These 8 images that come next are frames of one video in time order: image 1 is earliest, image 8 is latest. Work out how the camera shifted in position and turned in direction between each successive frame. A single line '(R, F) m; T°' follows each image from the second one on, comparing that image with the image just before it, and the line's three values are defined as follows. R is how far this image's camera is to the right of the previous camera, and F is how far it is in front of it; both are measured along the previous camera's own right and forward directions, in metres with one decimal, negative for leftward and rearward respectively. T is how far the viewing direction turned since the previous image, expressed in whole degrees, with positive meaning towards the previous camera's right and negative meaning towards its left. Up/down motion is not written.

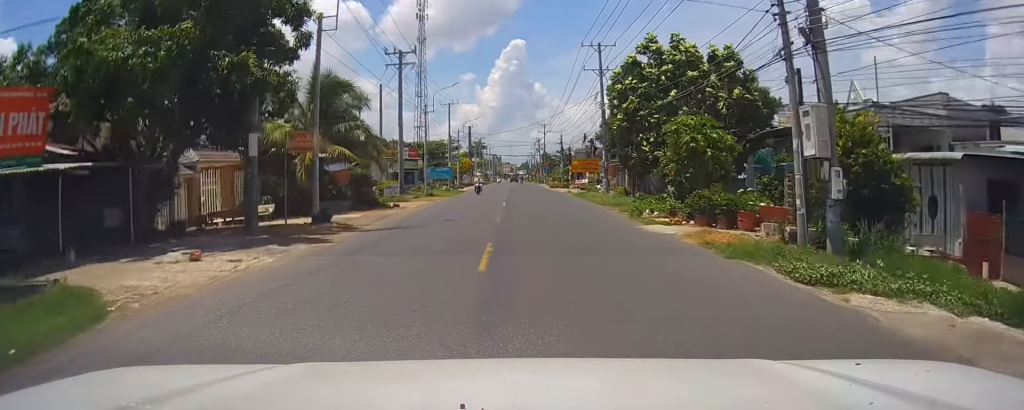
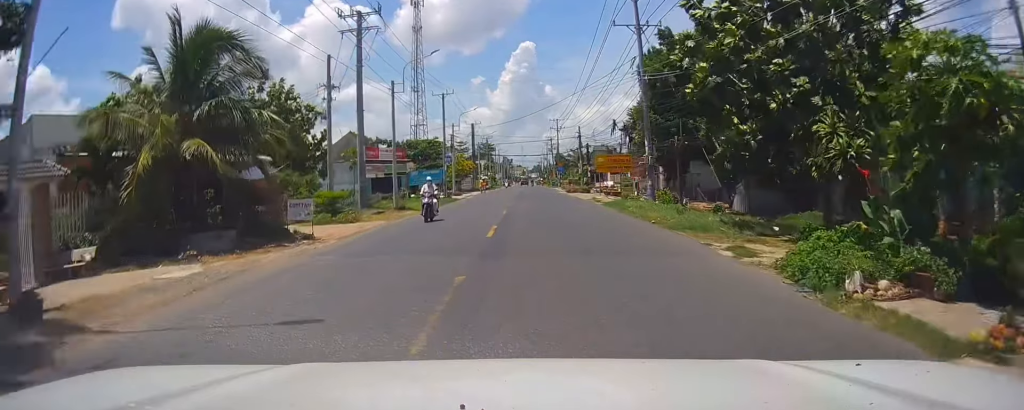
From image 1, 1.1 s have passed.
(-0.1, +14.1) m; -2°
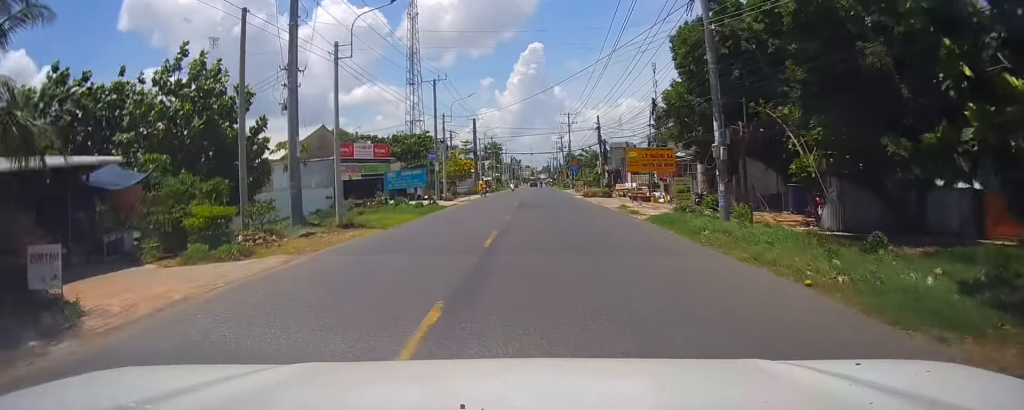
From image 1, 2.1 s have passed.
(-0.2, +11.2) m; -1°
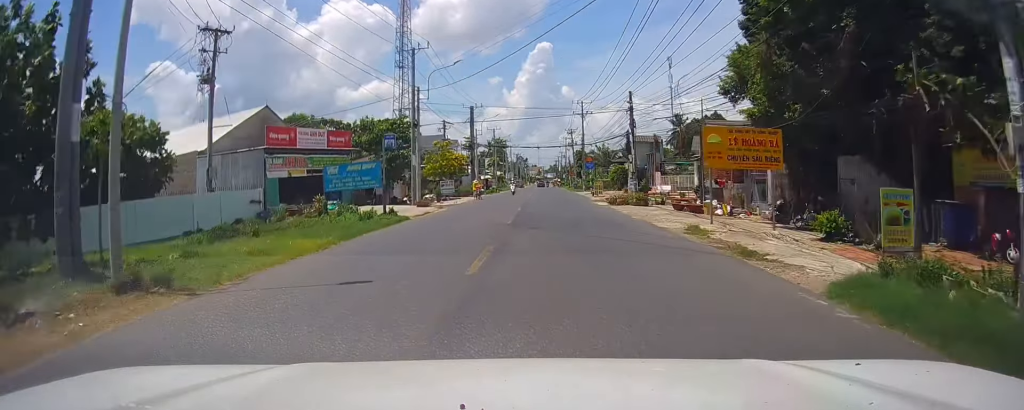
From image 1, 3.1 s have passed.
(0.0, +13.5) m; 0°
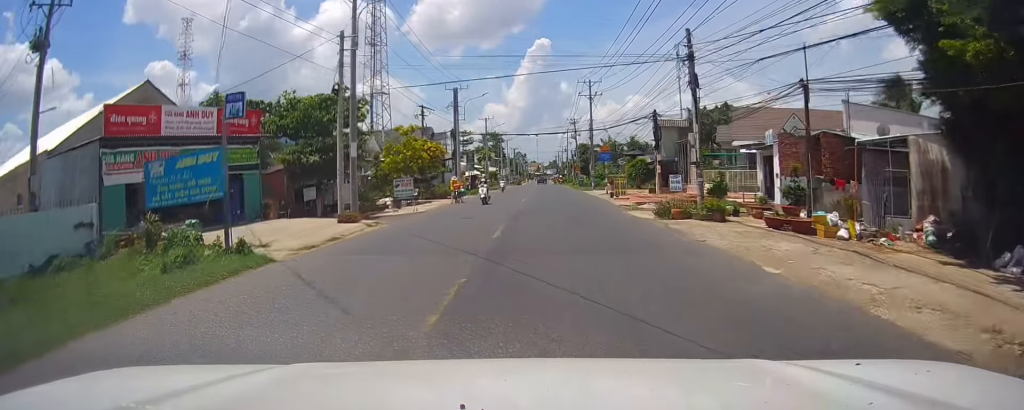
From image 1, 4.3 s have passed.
(0.0, +14.7) m; 0°
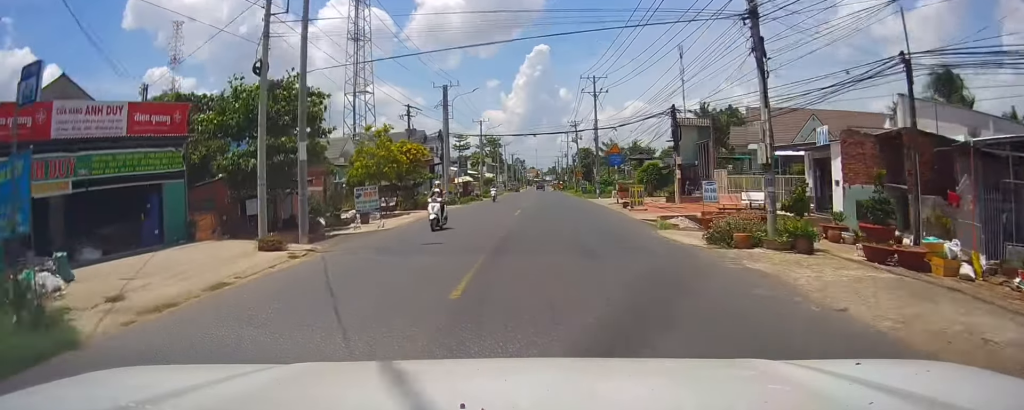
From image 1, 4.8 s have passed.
(0.0, +7.3) m; 0°
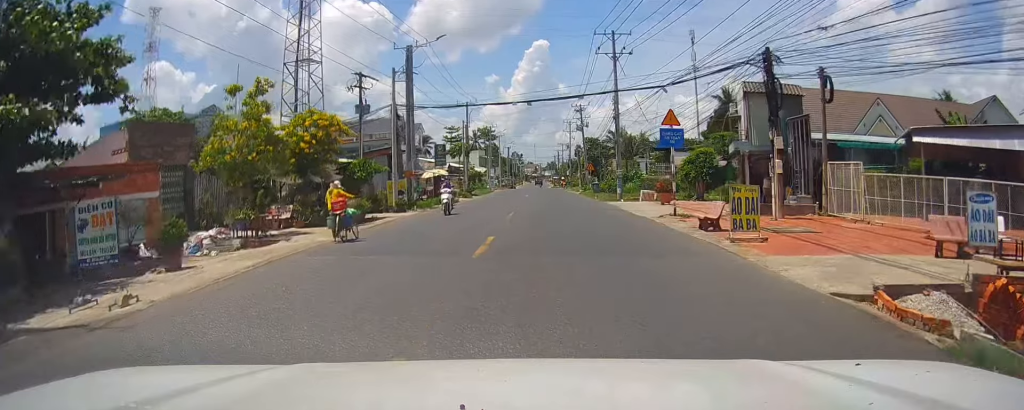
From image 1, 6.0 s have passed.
(0.0, +16.7) m; -1°
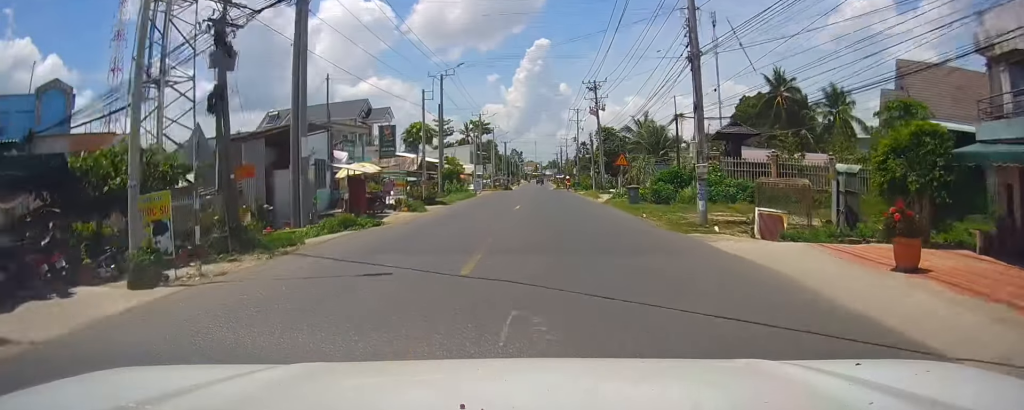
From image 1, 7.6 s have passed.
(-0.5, +21.2) m; 0°
